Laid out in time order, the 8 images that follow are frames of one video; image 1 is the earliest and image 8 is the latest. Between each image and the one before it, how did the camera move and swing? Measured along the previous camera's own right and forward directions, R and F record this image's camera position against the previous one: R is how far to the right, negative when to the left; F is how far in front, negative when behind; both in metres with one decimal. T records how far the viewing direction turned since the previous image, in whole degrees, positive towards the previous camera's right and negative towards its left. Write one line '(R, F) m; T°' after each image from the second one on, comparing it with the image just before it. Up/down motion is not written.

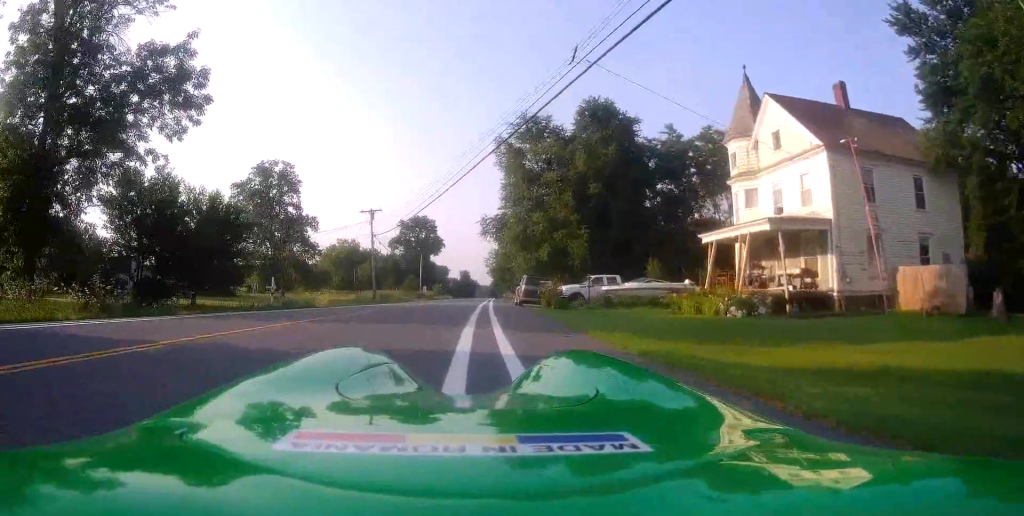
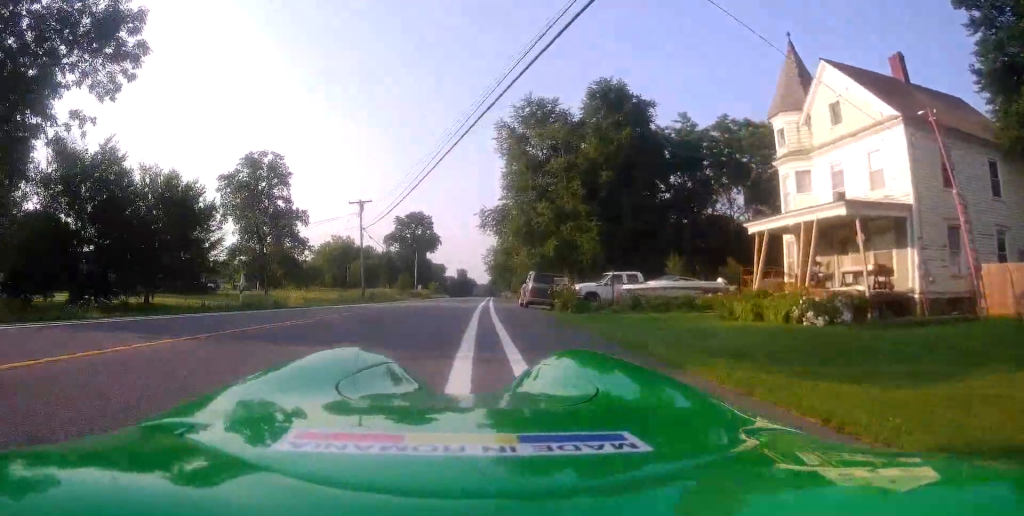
(0.0, +5.2) m; 0°
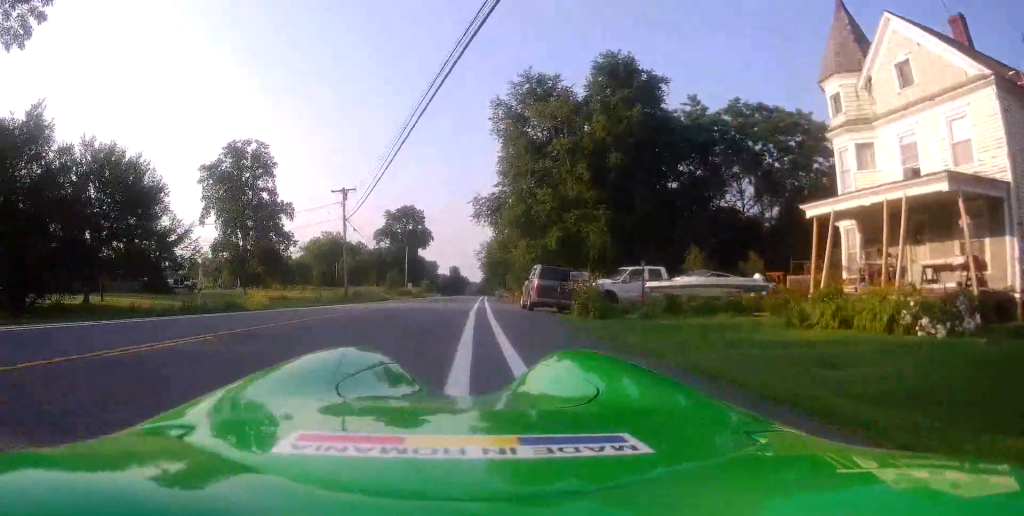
(+0.2, +5.2) m; 0°
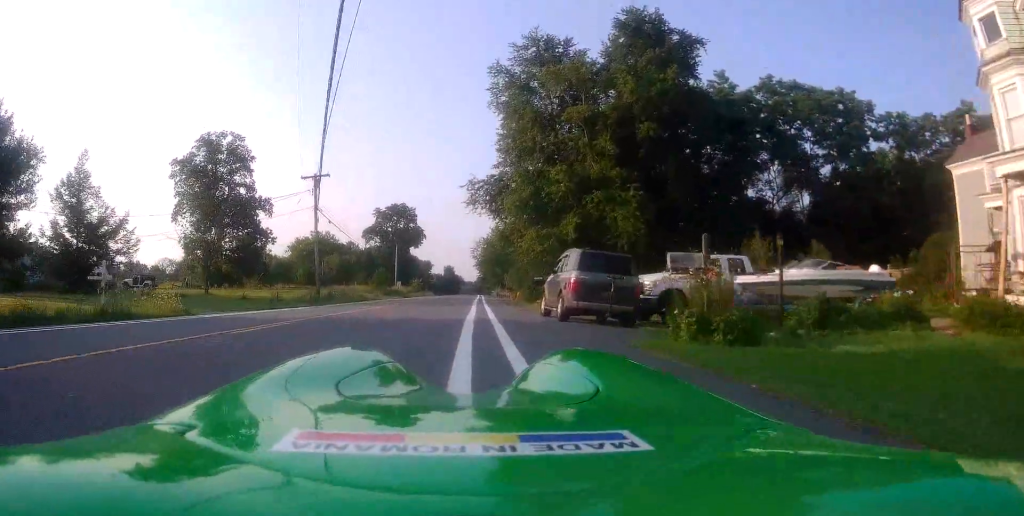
(-0.3, +8.5) m; +3°
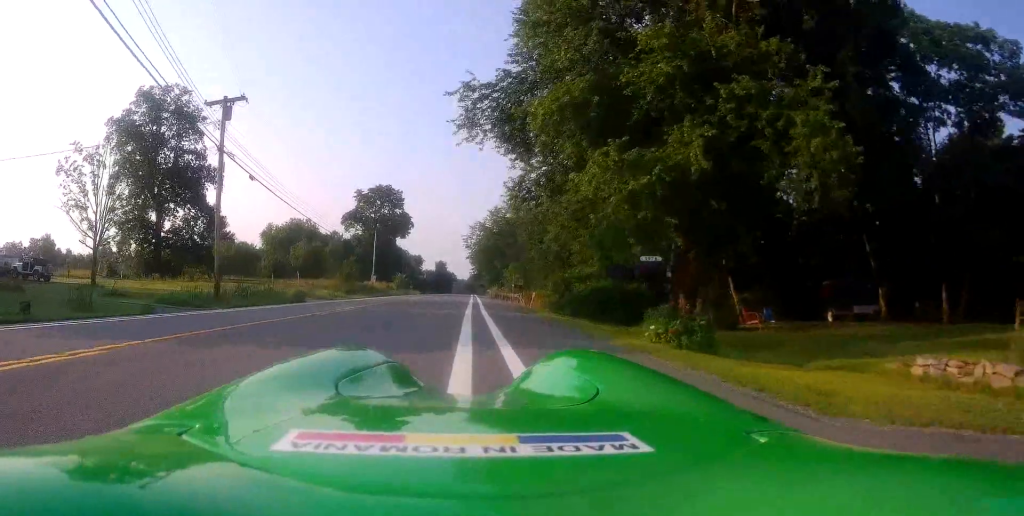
(+0.8, +18.0) m; 0°
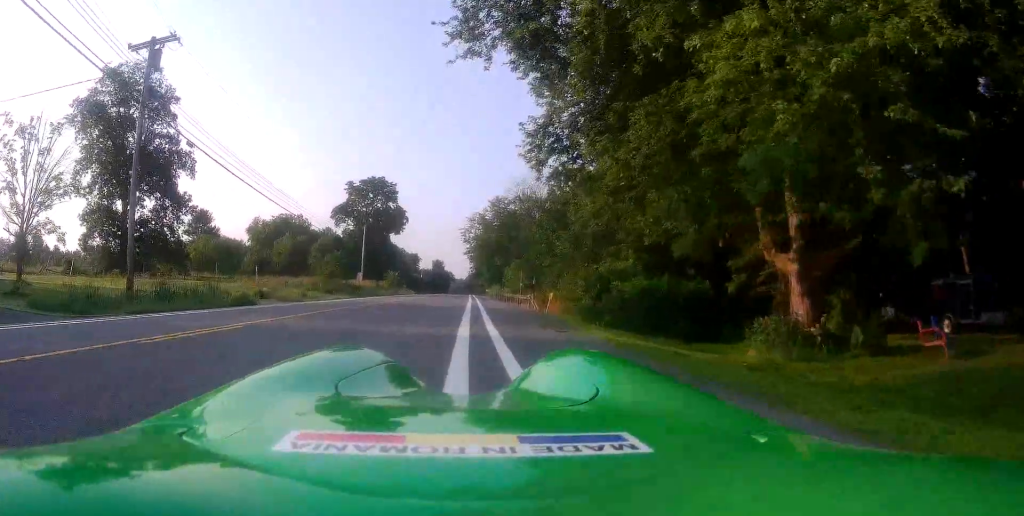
(0.0, +7.9) m; -1°
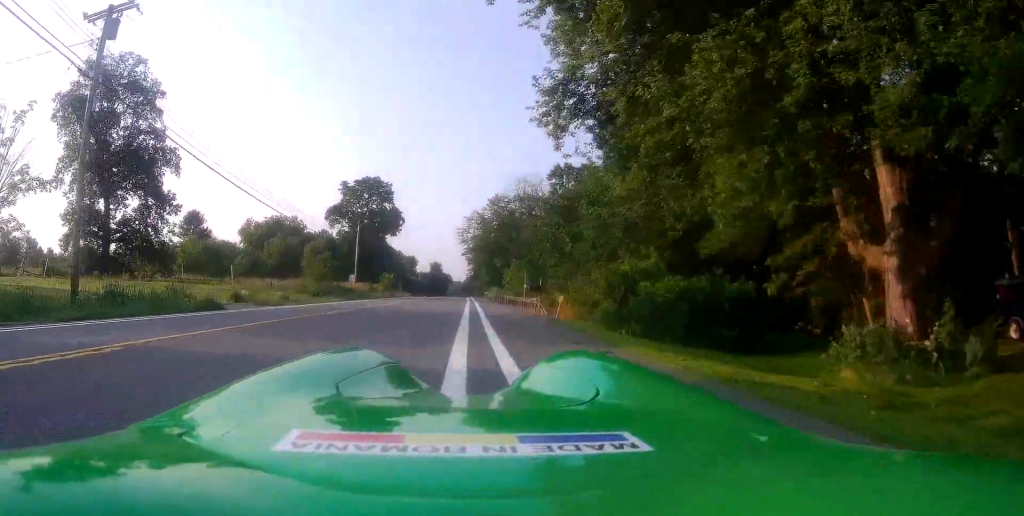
(-0.1, +3.2) m; 0°
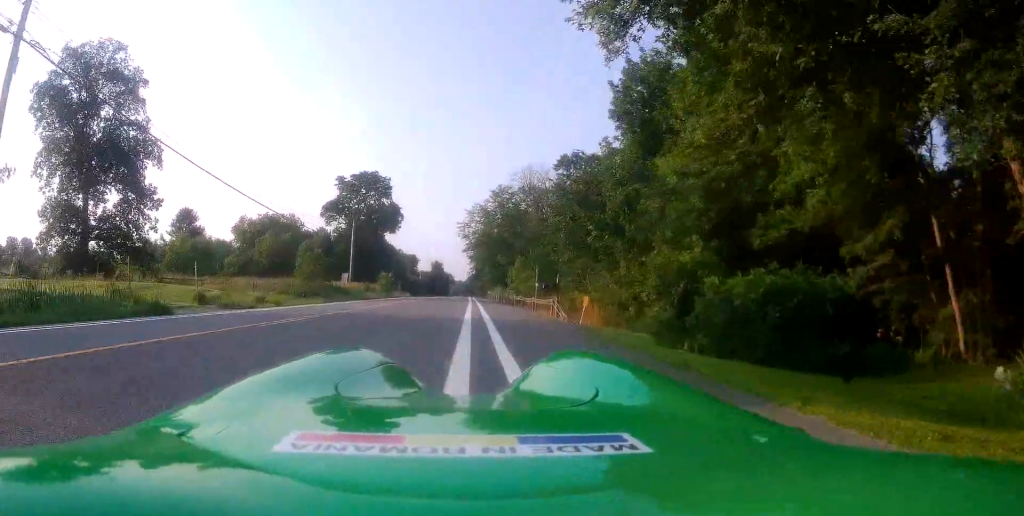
(0.0, +4.5) m; 0°
